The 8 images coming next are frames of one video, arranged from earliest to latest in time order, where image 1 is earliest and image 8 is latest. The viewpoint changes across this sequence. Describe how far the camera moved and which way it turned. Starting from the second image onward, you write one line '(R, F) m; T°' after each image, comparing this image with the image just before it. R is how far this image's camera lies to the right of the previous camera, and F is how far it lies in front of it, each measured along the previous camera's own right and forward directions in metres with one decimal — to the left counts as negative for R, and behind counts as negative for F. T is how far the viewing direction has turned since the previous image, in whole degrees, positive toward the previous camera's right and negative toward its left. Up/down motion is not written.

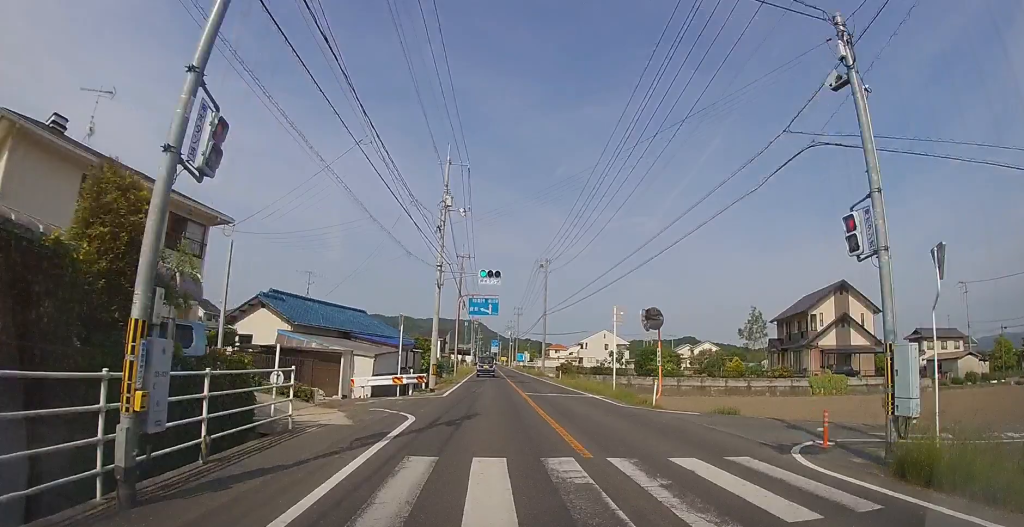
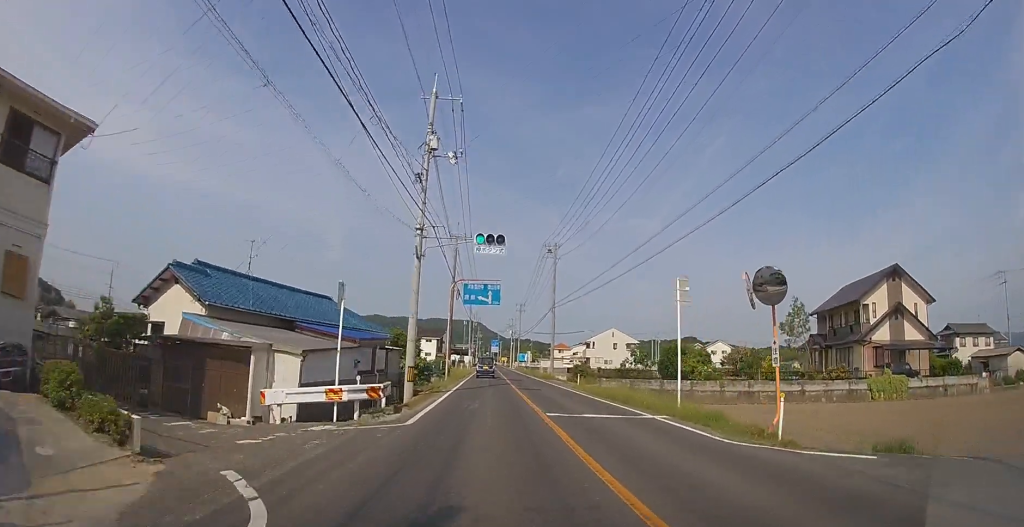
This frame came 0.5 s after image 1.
(0.0, +7.6) m; 0°
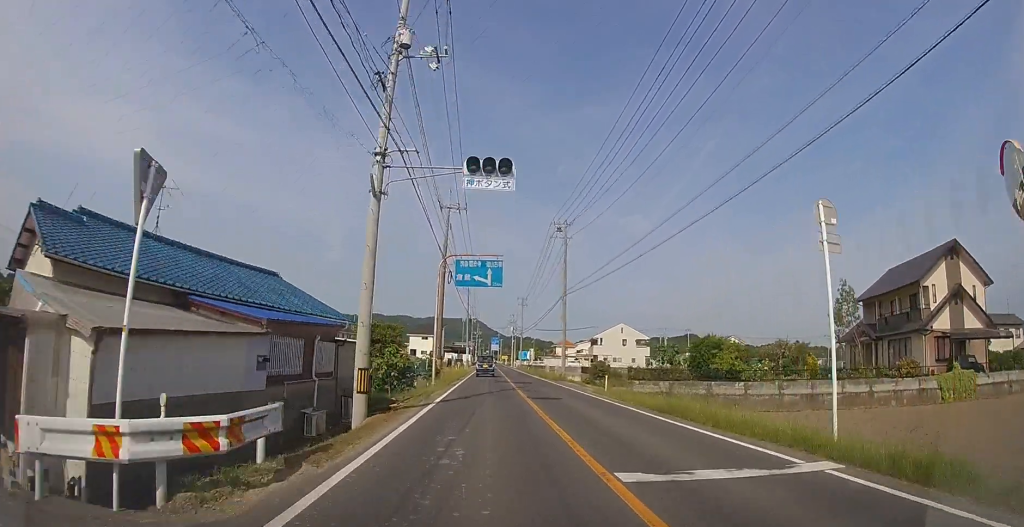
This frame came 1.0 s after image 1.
(0.0, +7.0) m; 0°
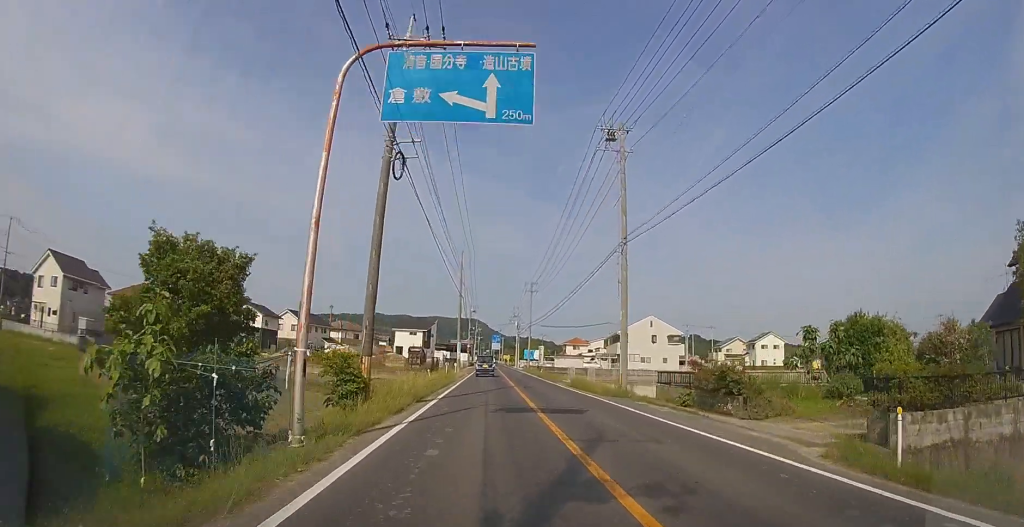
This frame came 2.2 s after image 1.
(0.0, +17.4) m; 0°
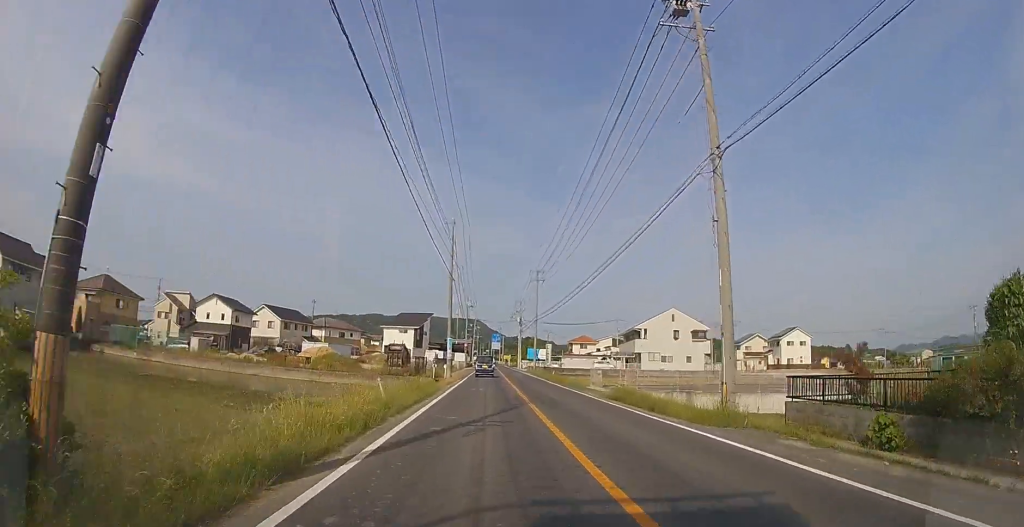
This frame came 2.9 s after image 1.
(0.0, +9.9) m; 0°
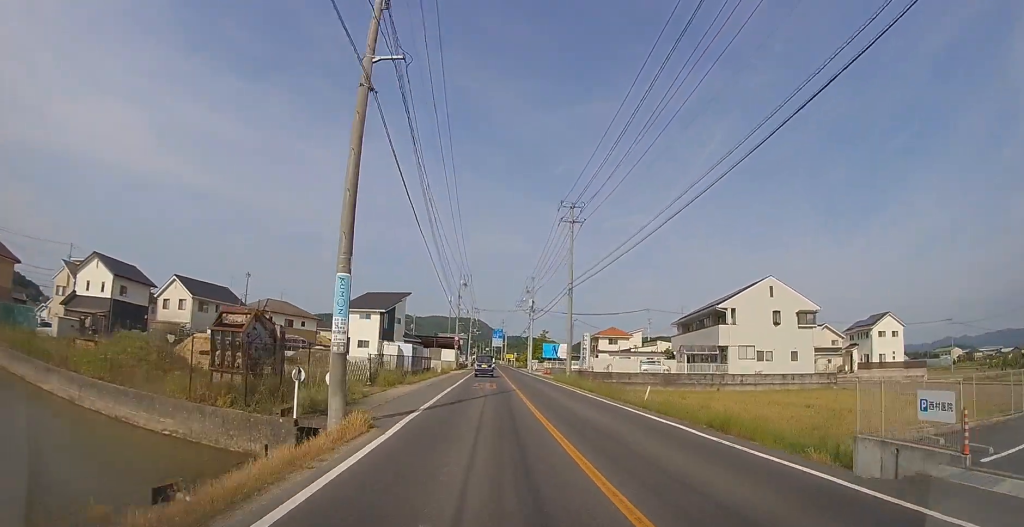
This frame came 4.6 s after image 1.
(0.0, +25.0) m; 0°
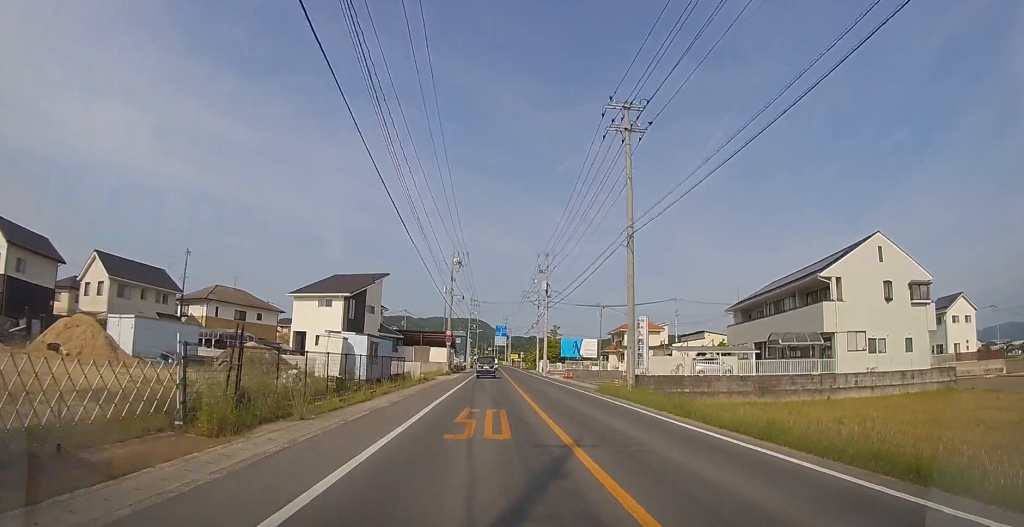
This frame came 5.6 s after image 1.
(0.0, +14.6) m; 0°
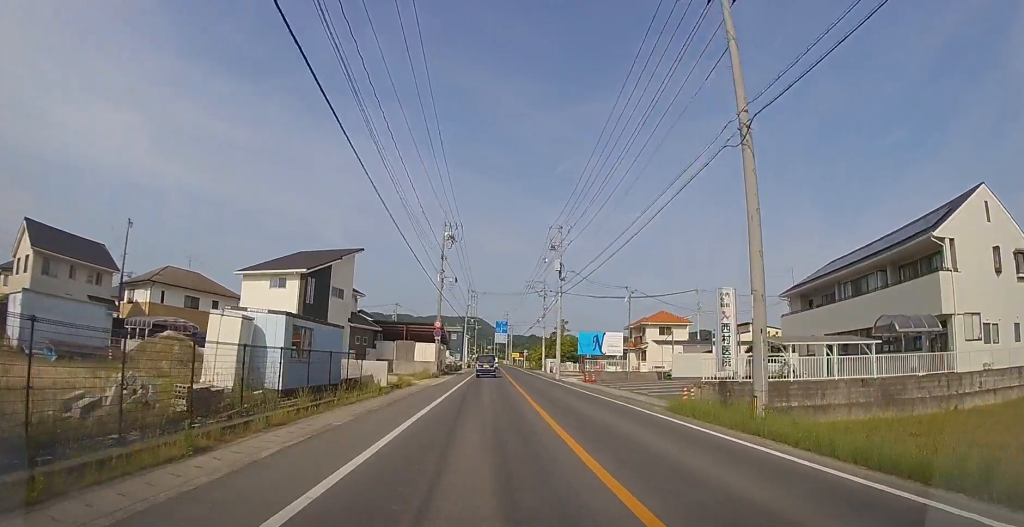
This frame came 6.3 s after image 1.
(0.0, +10.0) m; 0°
